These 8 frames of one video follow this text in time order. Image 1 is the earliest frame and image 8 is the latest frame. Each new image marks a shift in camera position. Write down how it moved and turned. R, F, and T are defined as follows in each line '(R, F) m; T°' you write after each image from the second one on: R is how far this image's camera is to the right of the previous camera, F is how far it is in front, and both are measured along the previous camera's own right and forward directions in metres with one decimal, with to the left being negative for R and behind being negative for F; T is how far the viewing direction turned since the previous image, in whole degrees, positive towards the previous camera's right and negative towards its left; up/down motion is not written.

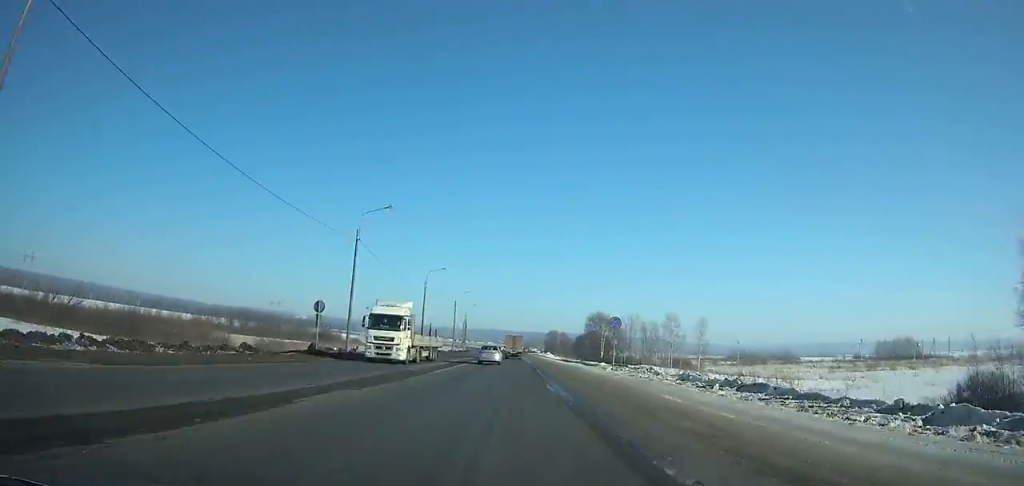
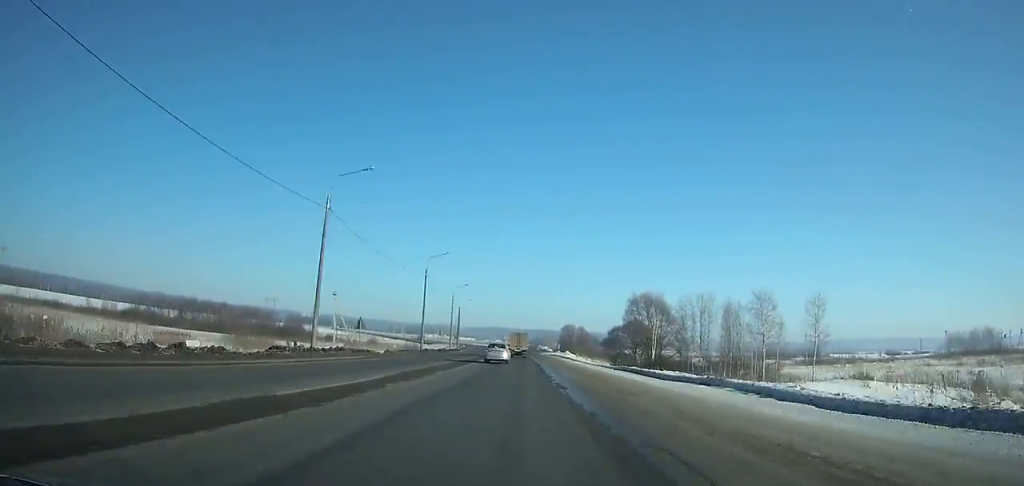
(-0.1, +41.4) m; 0°
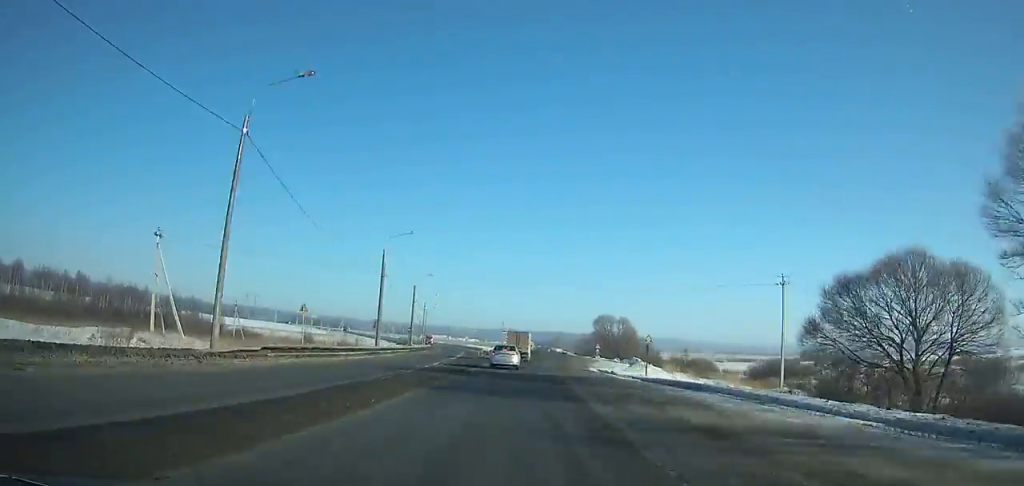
(-0.5, +78.4) m; +1°
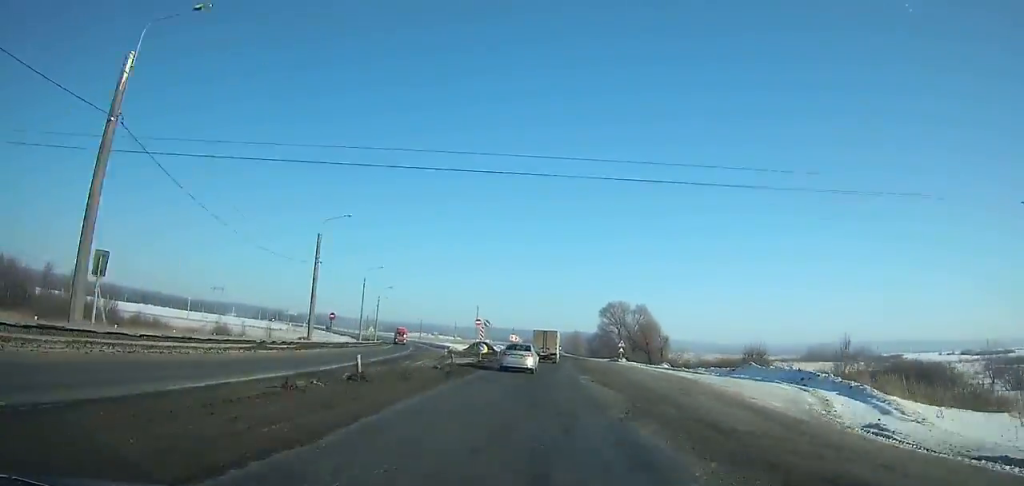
(+0.7, +40.6) m; +2°
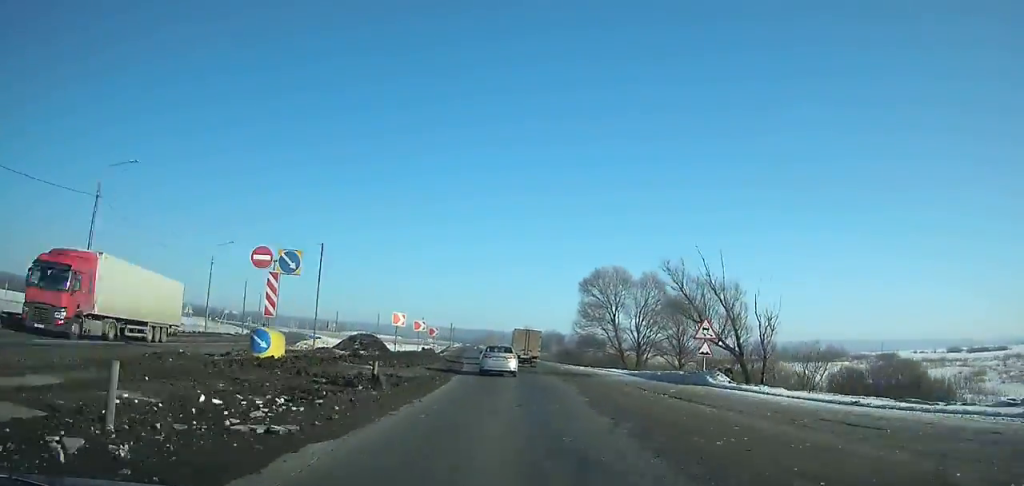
(+1.1, +53.8) m; 0°
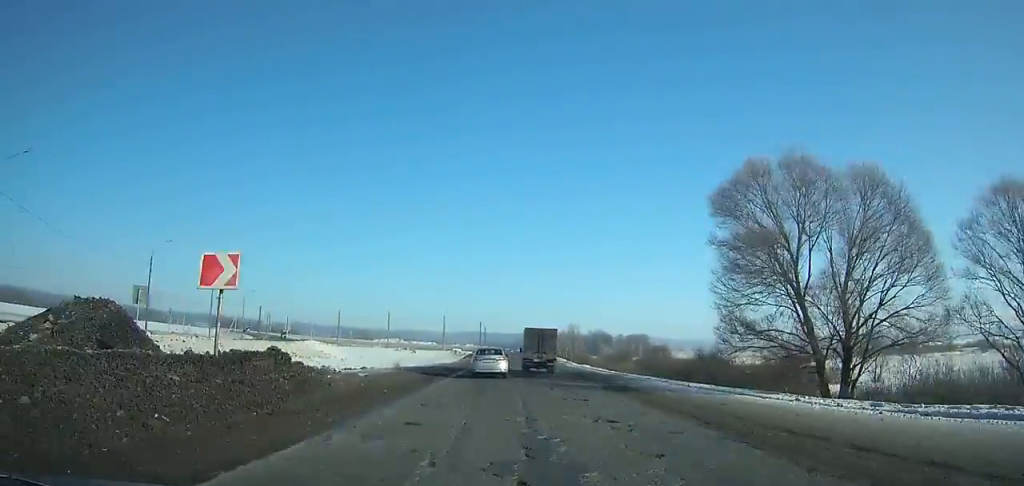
(-0.3, +42.7) m; -1°
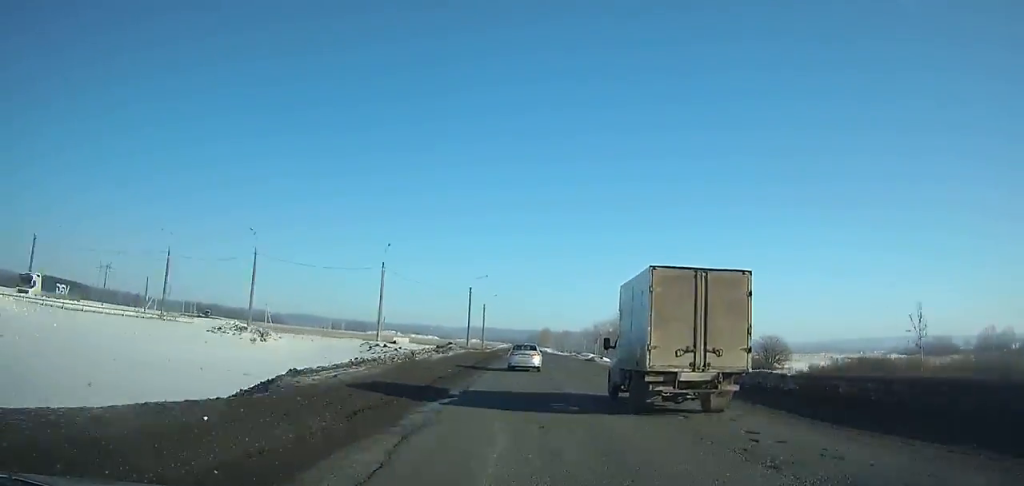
(-1.4, +96.0) m; 0°
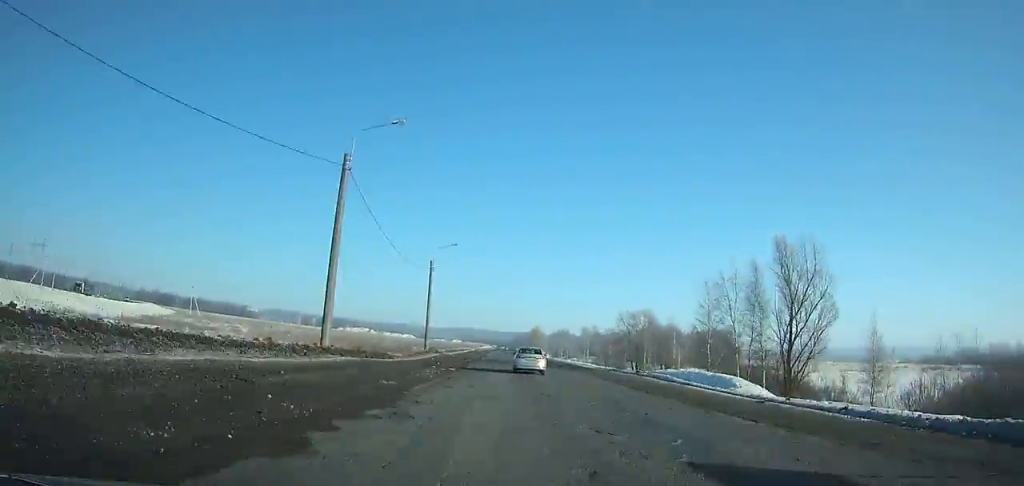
(+0.6, +65.0) m; 0°
